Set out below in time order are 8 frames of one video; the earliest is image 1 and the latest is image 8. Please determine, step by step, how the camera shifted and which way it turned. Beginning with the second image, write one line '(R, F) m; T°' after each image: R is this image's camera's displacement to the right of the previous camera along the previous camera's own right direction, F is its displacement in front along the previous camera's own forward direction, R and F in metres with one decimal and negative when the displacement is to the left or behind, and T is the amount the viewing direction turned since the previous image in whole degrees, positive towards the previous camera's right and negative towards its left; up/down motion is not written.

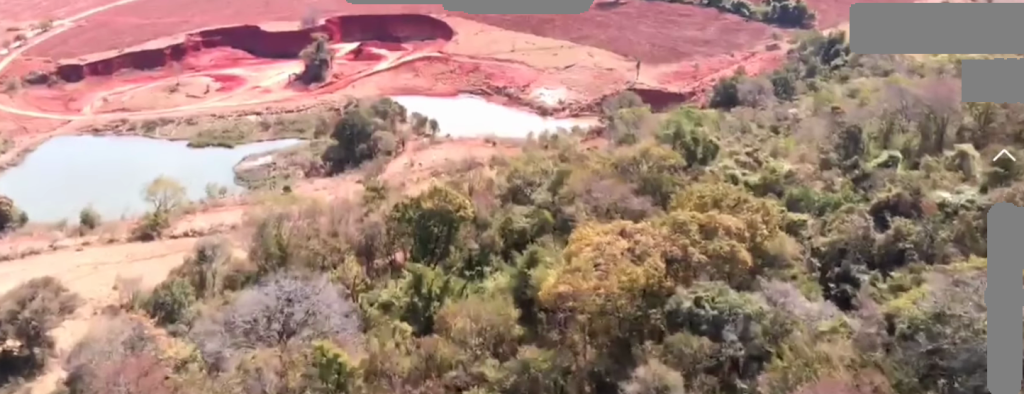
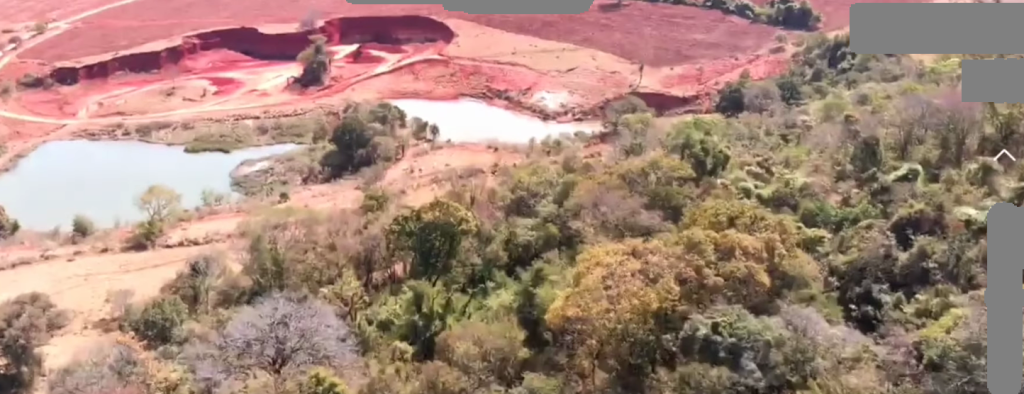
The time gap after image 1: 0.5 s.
(0.0, +5.8) m; 0°
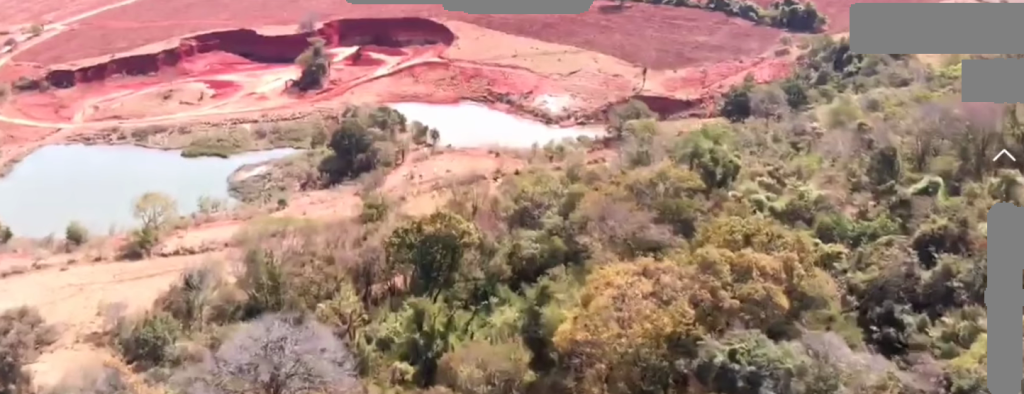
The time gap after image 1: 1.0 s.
(0.0, +6.3) m; 0°
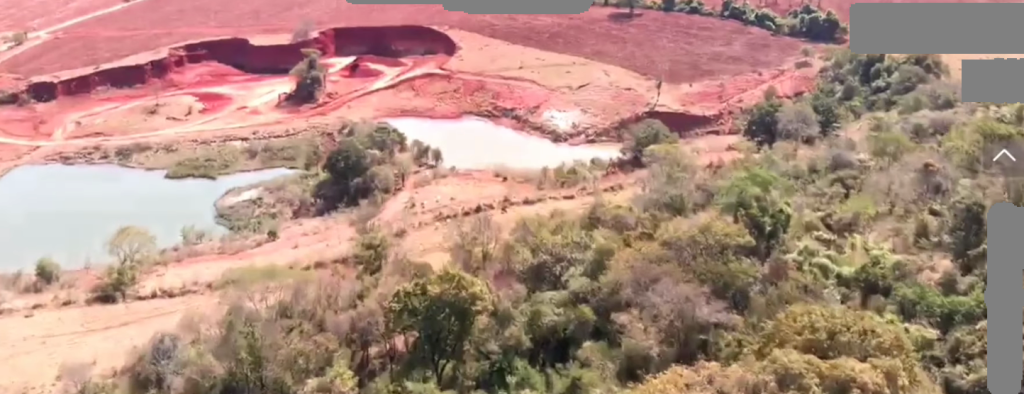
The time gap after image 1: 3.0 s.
(0.0, +25.1) m; 0°
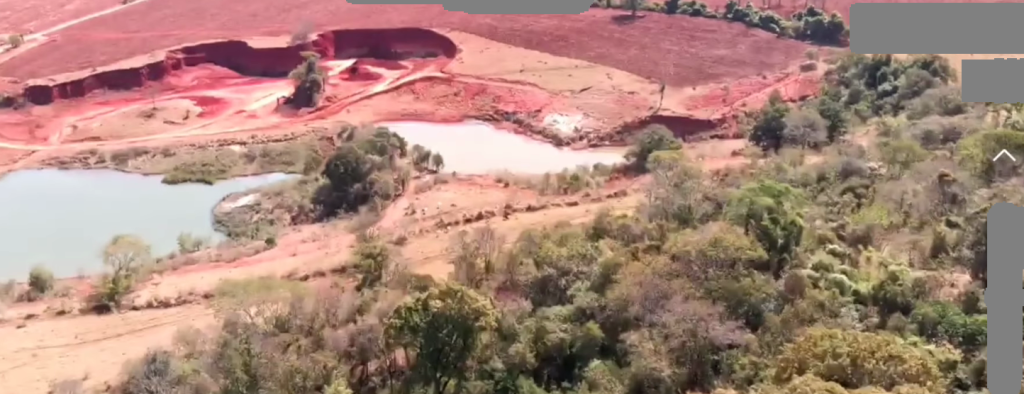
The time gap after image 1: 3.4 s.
(0.0, +5.5) m; 0°
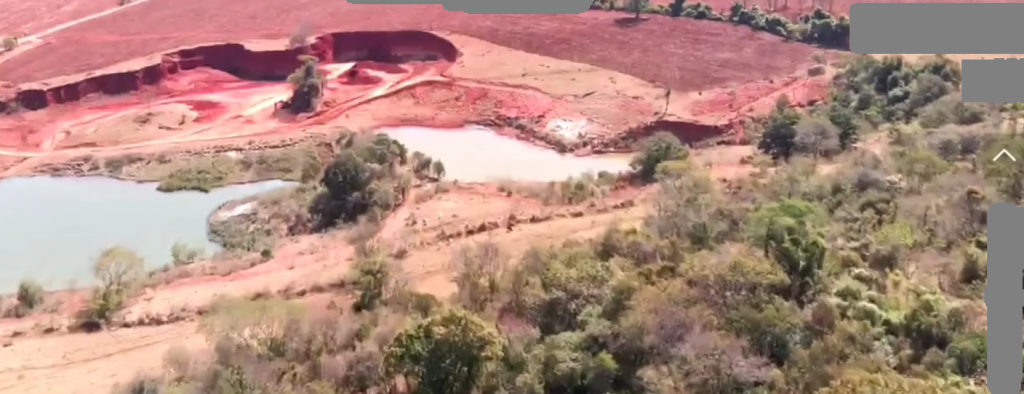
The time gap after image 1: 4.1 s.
(0.0, +8.9) m; 0°
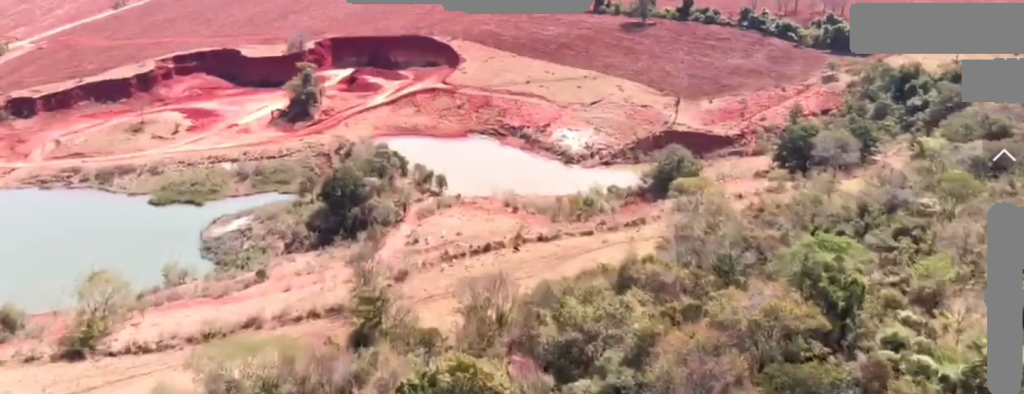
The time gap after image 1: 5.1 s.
(0.0, +12.5) m; 0°
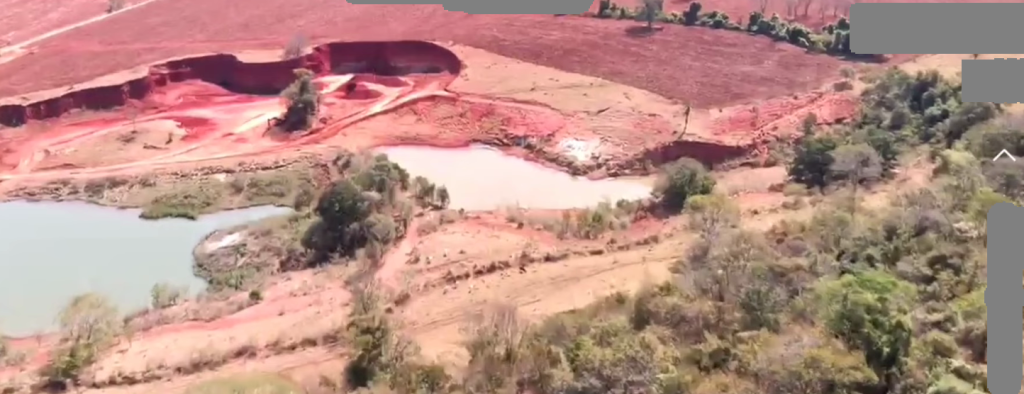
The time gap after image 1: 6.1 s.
(0.0, +12.0) m; 0°
